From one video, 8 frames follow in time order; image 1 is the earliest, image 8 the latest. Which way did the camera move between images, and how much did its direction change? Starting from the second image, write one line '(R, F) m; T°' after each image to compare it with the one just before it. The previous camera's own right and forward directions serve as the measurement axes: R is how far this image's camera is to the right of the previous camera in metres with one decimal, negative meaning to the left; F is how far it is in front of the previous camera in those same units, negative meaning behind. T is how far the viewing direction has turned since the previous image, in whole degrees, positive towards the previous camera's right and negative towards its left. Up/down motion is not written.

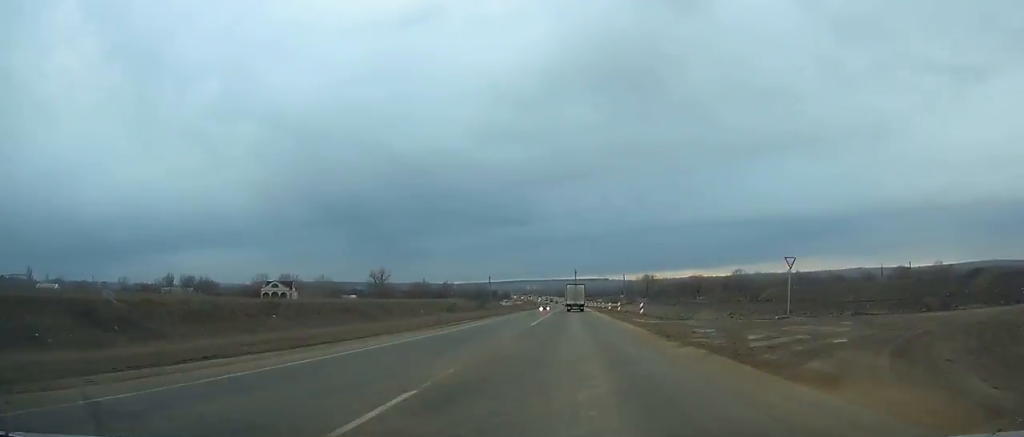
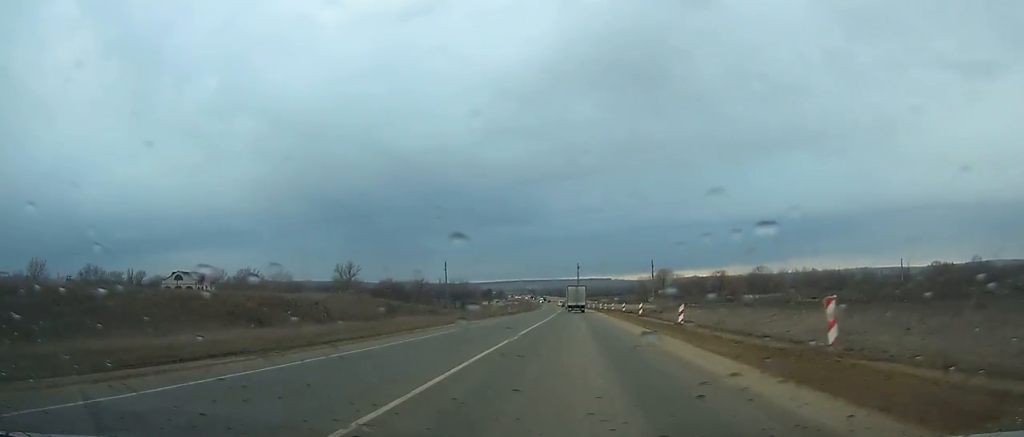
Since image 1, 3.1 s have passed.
(+0.2, +56.4) m; 0°
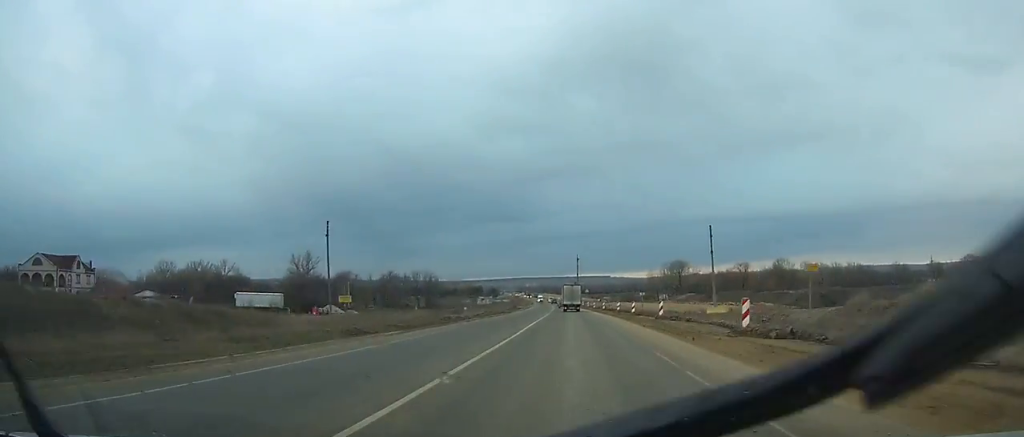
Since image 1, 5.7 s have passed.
(-0.3, +46.6) m; -1°
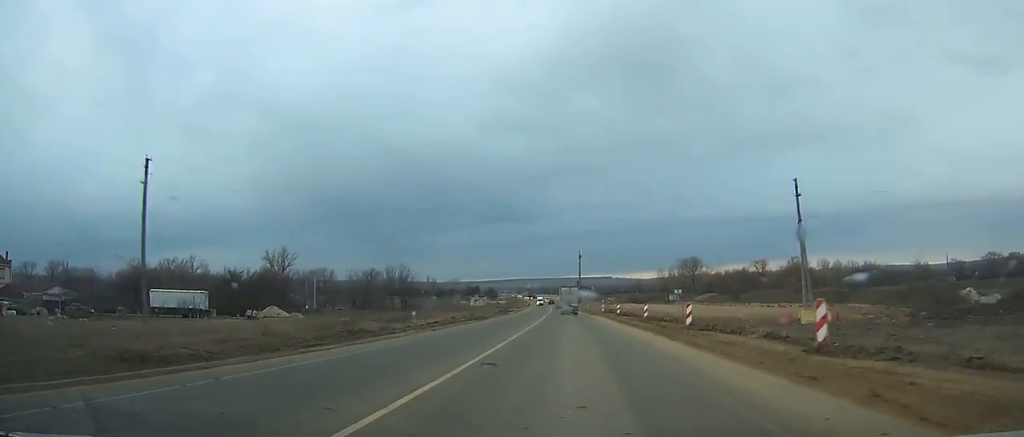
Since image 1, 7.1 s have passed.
(-0.1, +24.8) m; 0°
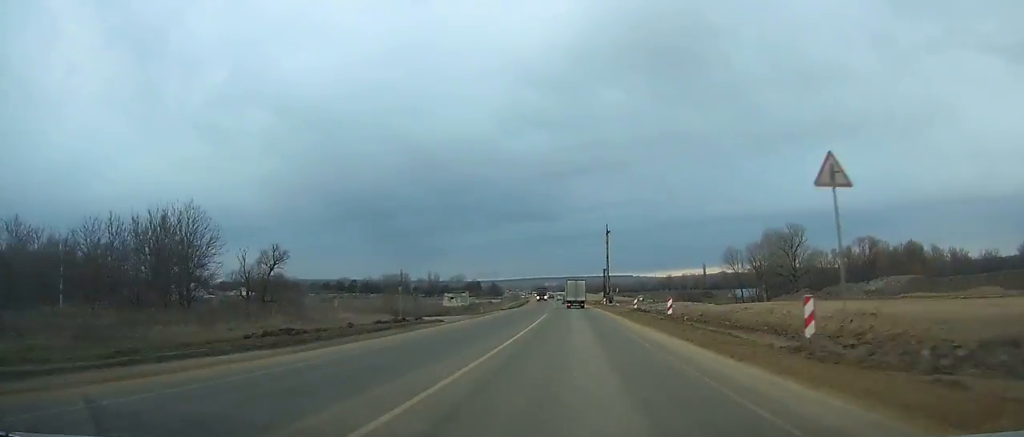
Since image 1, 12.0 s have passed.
(-0.8, +85.1) m; -1°
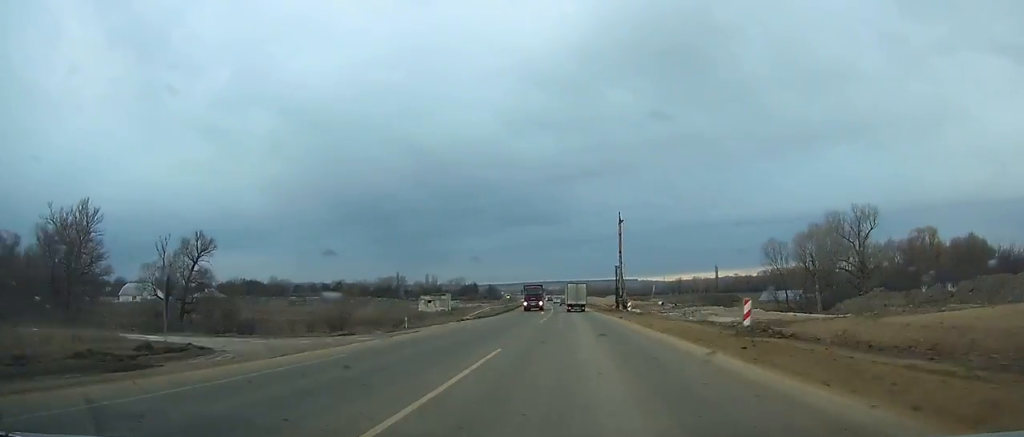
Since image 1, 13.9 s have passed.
(-0.1, +32.4) m; 0°
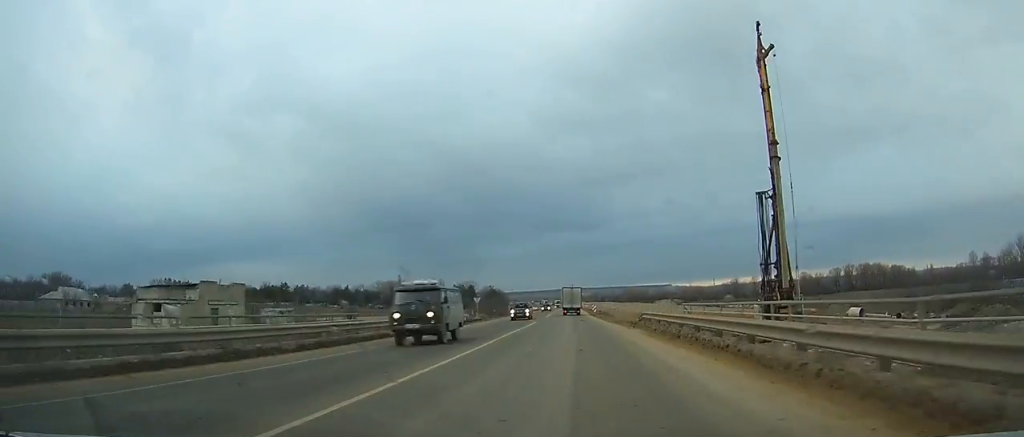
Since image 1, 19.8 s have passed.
(-2.4, +101.7) m; -3°
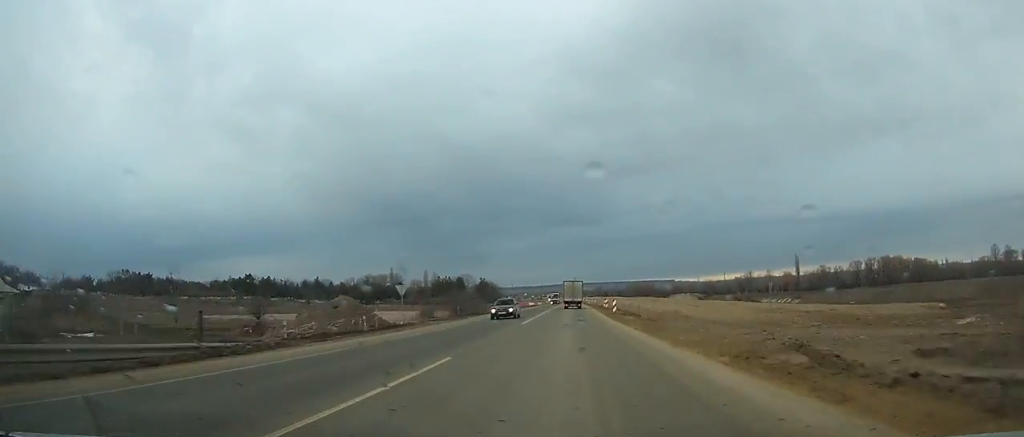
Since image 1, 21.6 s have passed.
(-0.5, +31.8) m; -1°
